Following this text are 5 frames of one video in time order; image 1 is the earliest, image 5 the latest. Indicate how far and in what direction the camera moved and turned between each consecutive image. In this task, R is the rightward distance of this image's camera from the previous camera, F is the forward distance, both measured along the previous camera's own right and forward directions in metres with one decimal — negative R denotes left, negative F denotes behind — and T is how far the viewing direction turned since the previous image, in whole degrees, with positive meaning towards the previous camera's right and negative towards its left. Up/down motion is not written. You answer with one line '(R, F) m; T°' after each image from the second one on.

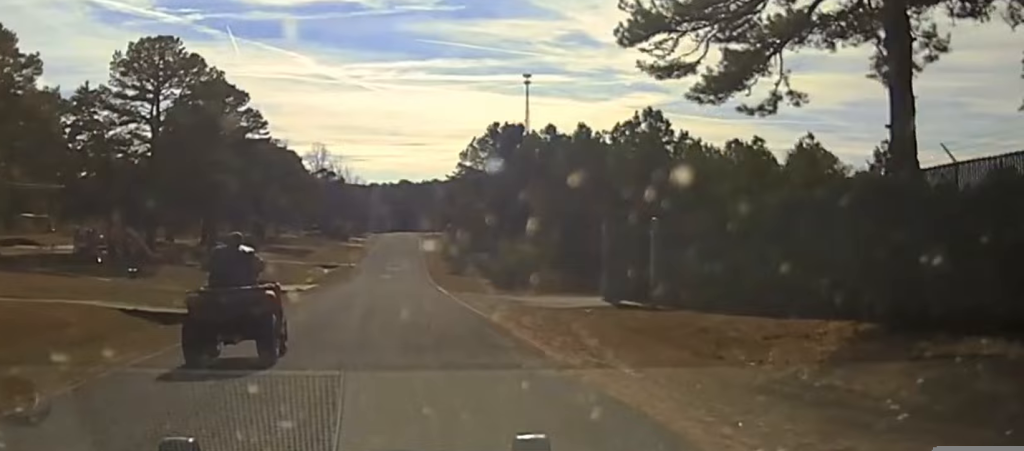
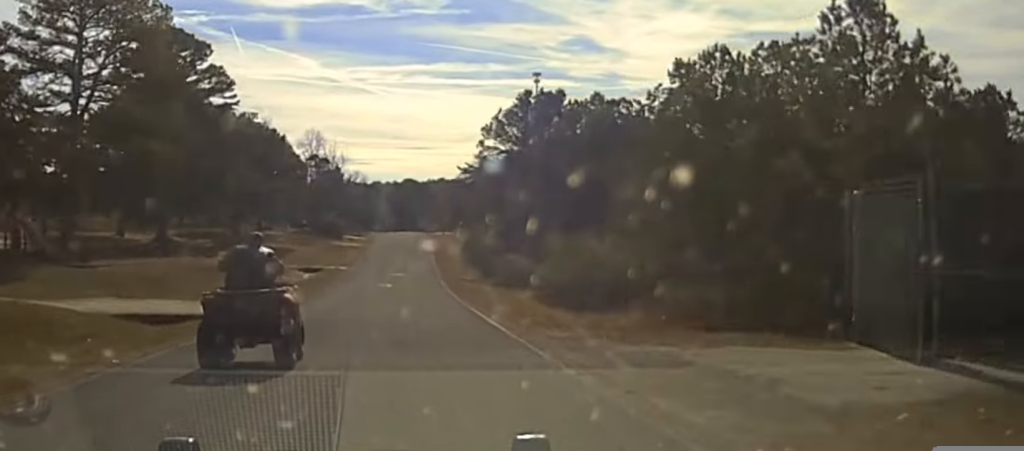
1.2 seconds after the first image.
(0.0, +19.6) m; 0°
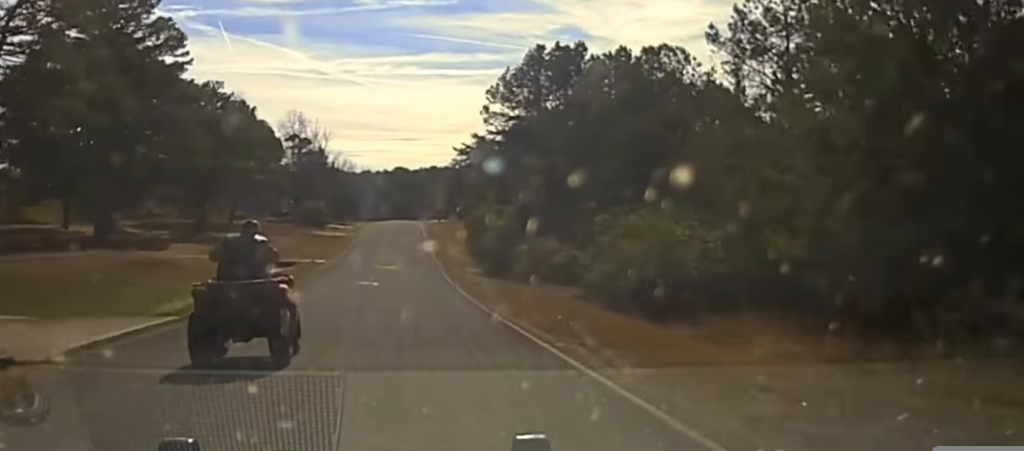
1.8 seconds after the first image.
(0.0, +10.9) m; 0°
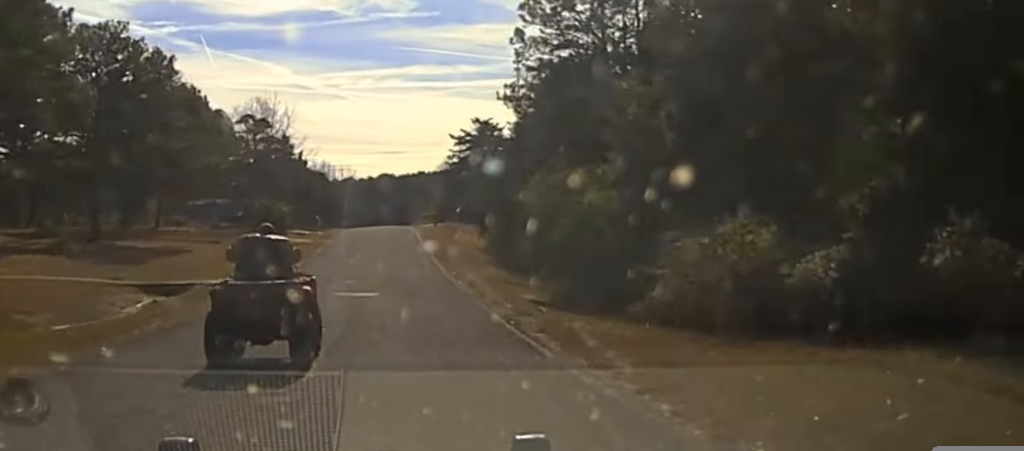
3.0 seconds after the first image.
(0.0, +25.1) m; 0°
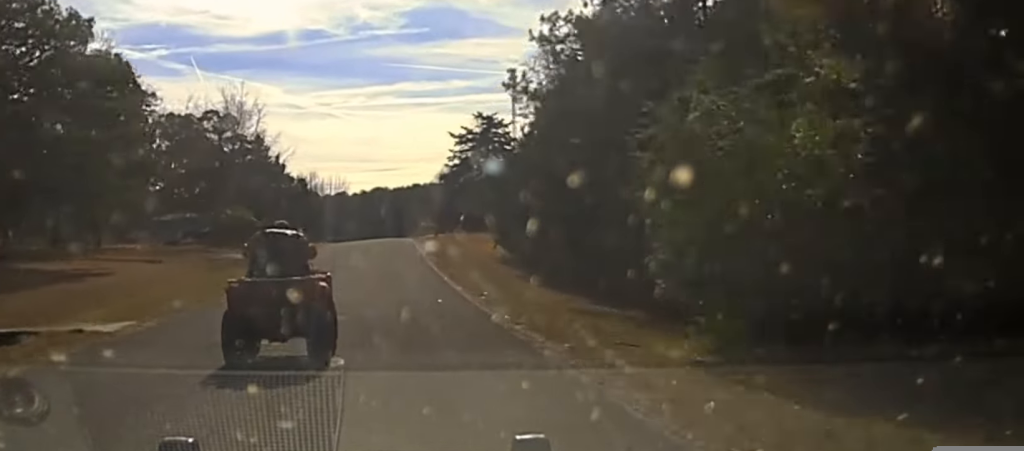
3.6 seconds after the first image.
(0.0, +14.2) m; 0°
